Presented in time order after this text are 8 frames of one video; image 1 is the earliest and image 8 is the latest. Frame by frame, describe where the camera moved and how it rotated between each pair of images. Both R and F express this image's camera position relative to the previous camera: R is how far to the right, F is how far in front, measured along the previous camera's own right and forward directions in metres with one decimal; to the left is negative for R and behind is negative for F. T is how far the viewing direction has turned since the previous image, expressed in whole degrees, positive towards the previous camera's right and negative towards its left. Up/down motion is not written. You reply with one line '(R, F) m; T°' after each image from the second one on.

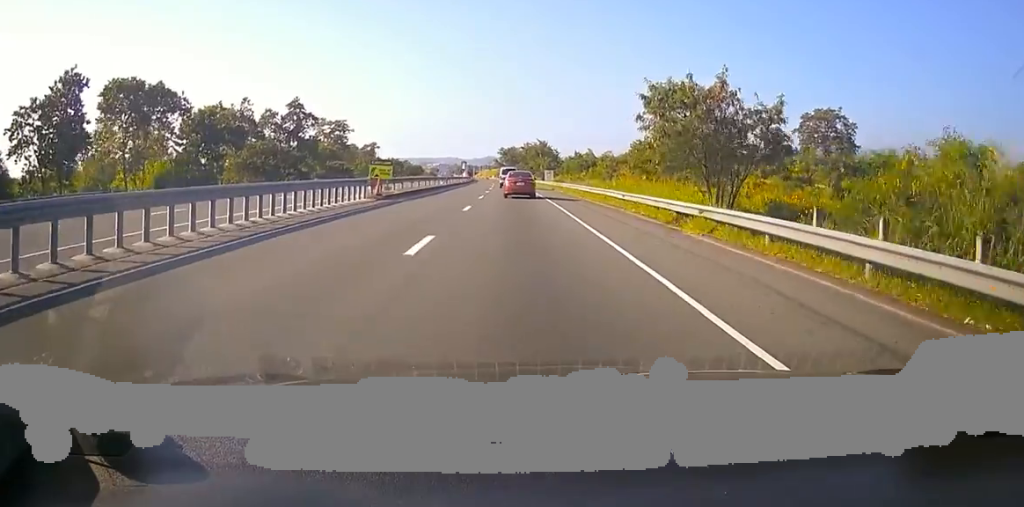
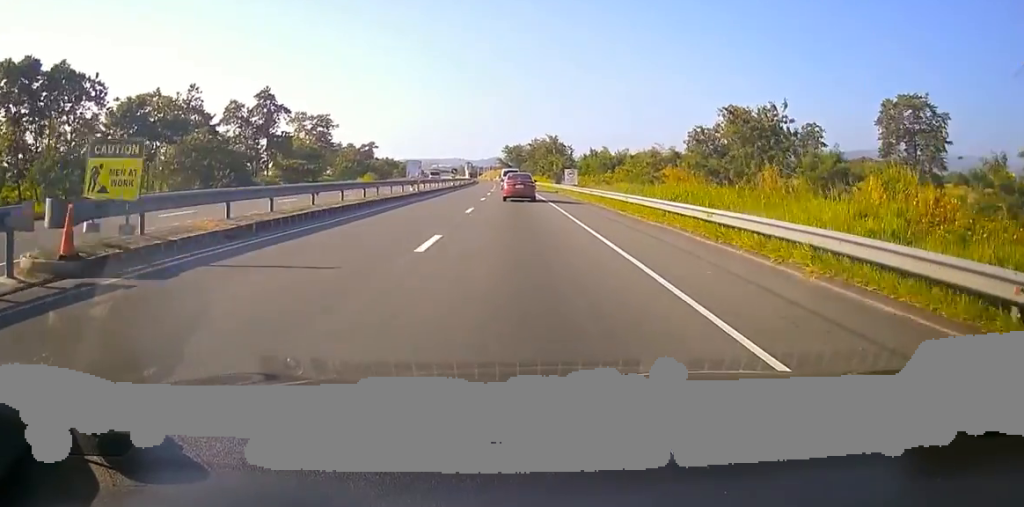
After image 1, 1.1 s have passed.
(-0.1, +23.1) m; -1°
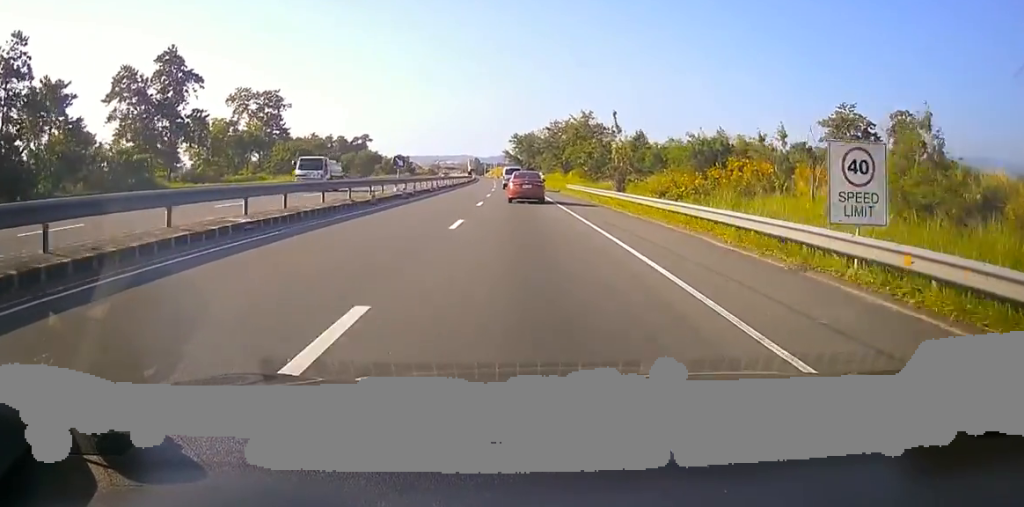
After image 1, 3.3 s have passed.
(-0.9, +43.8) m; -2°
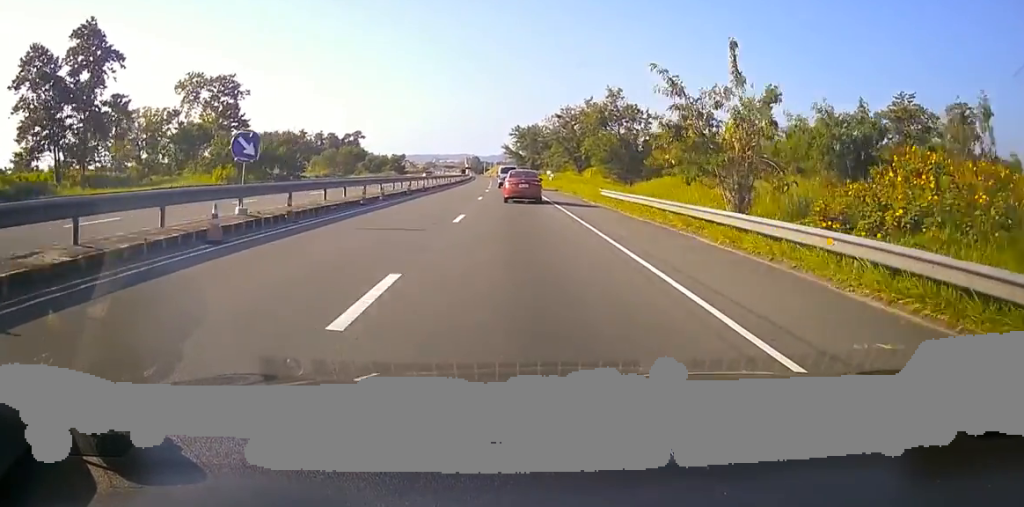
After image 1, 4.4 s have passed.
(-0.1, +23.2) m; +1°
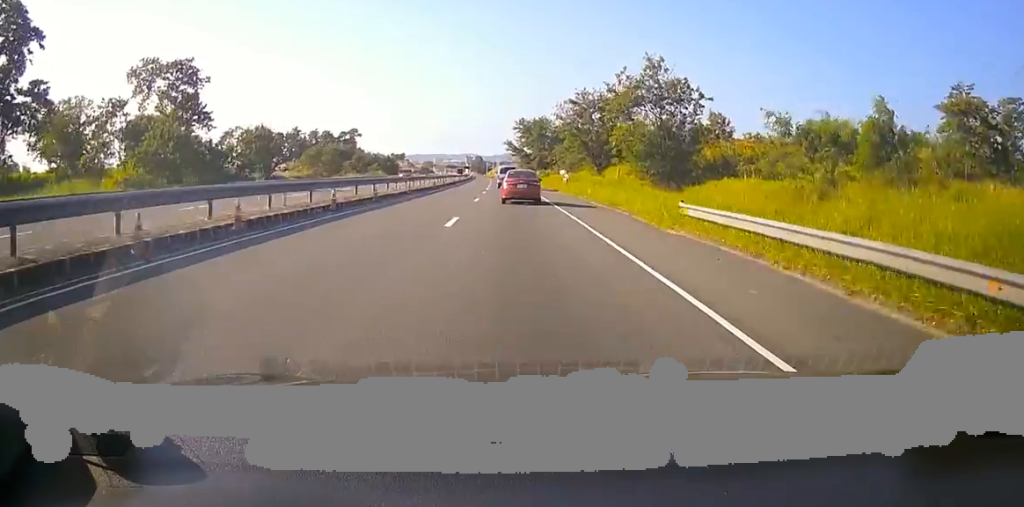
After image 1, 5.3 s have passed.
(+0.1, +16.8) m; +2°
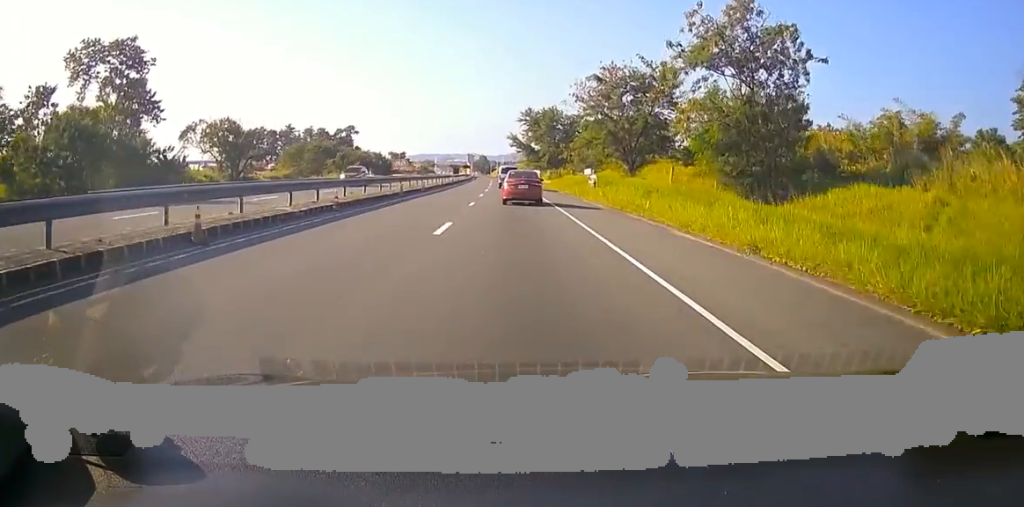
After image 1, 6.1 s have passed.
(+0.6, +17.1) m; -1°
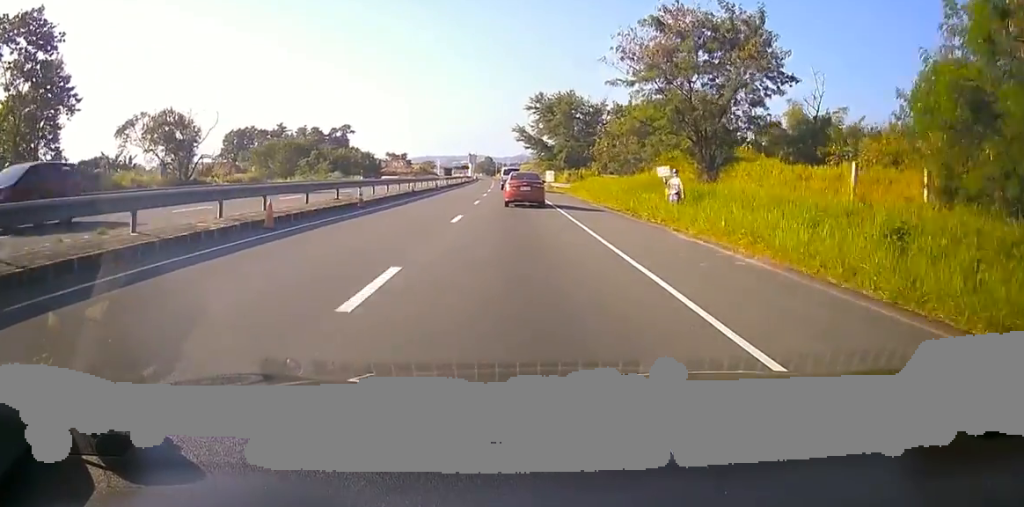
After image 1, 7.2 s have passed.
(-1.1, +20.1) m; -5°
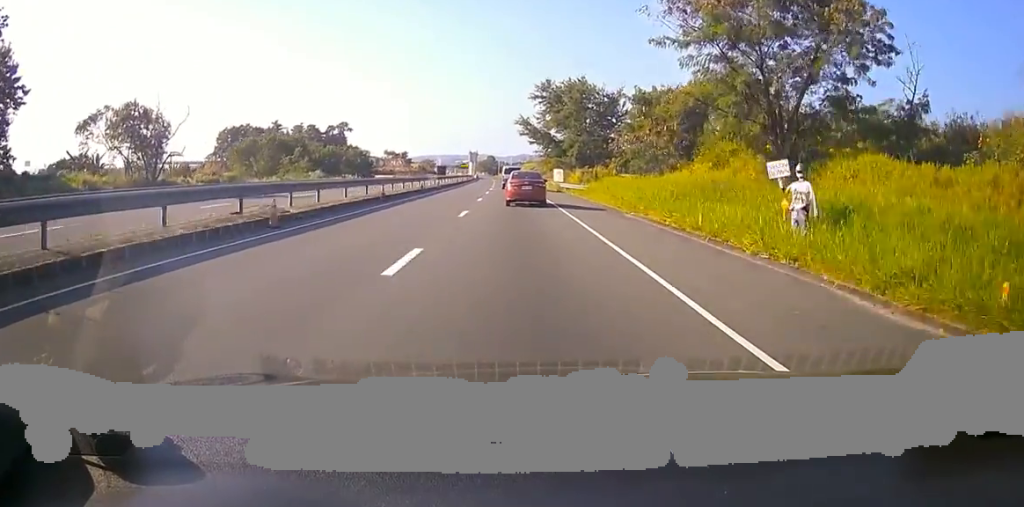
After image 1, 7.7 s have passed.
(-0.2, +9.9) m; 0°
